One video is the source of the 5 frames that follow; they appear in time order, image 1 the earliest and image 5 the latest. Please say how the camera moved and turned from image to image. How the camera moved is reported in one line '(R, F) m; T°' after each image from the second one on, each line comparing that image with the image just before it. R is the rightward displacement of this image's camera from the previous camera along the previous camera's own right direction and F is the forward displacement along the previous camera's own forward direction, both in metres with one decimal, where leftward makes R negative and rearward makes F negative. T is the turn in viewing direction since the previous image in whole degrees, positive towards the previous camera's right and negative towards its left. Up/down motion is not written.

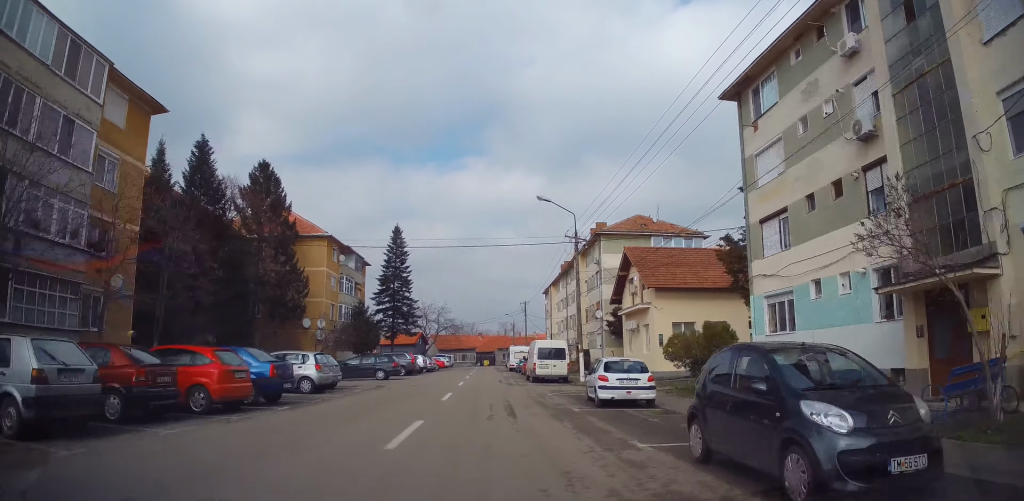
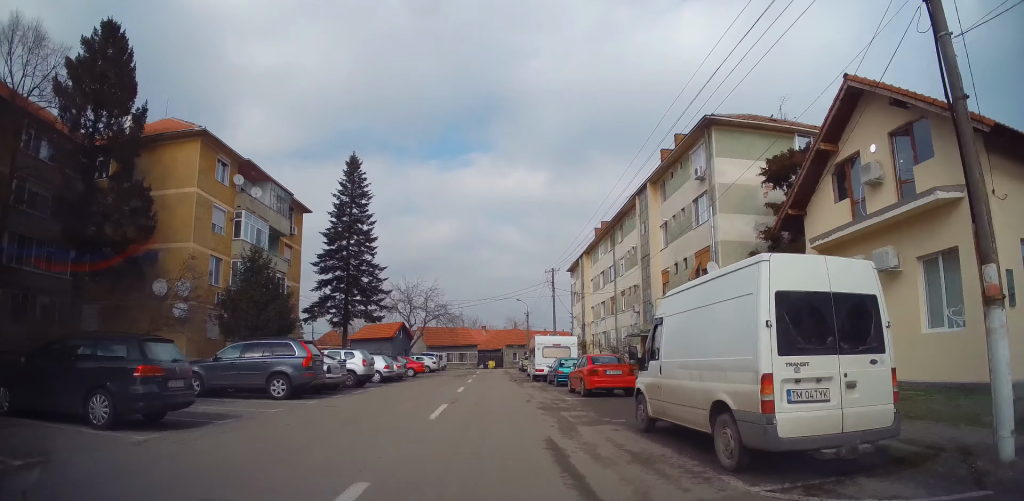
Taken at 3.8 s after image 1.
(-1.0, +23.3) m; -3°
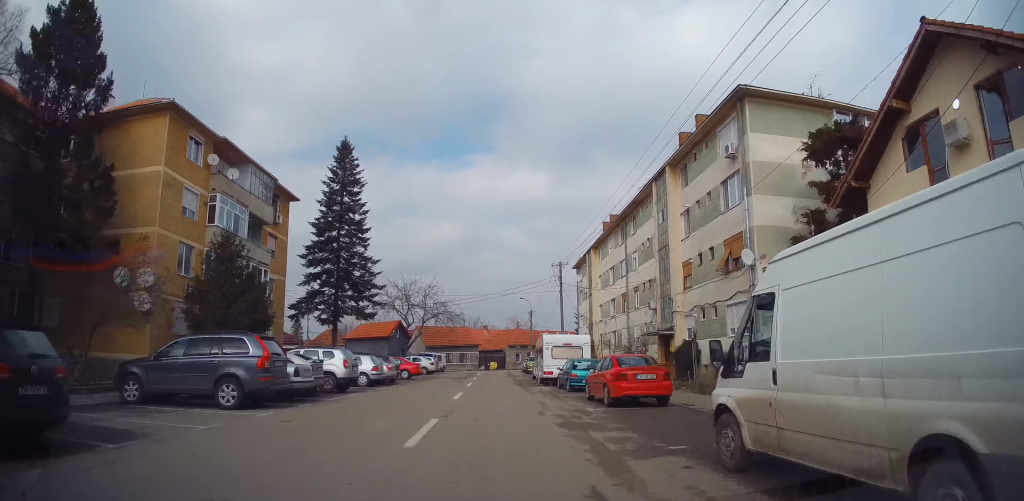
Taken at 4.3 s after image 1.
(-0.2, +3.2) m; 0°
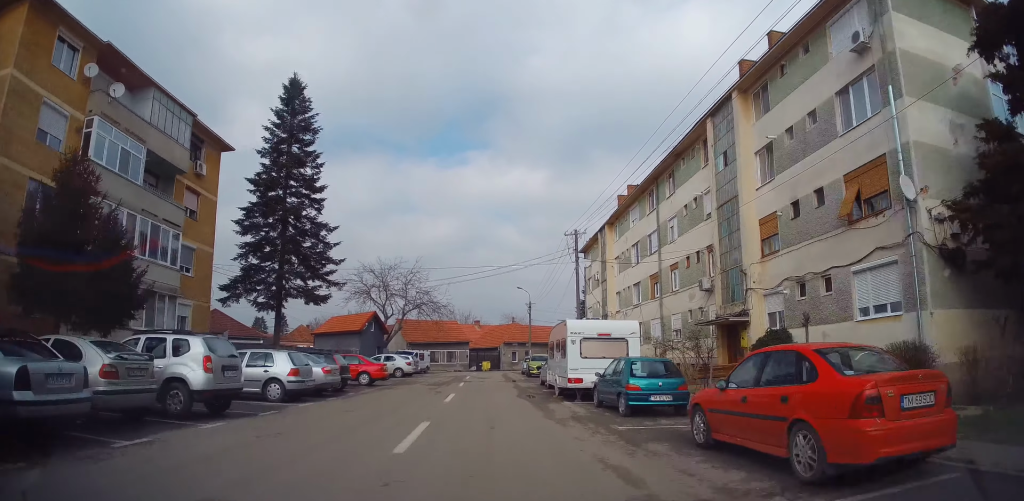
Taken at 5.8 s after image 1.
(+0.6, +9.4) m; +3°
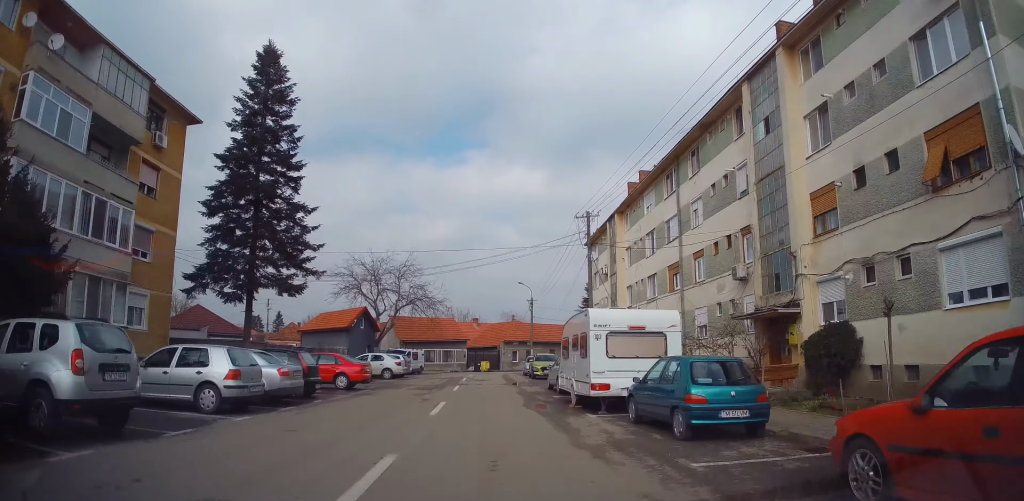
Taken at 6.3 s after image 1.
(0.0, +3.7) m; -1°
